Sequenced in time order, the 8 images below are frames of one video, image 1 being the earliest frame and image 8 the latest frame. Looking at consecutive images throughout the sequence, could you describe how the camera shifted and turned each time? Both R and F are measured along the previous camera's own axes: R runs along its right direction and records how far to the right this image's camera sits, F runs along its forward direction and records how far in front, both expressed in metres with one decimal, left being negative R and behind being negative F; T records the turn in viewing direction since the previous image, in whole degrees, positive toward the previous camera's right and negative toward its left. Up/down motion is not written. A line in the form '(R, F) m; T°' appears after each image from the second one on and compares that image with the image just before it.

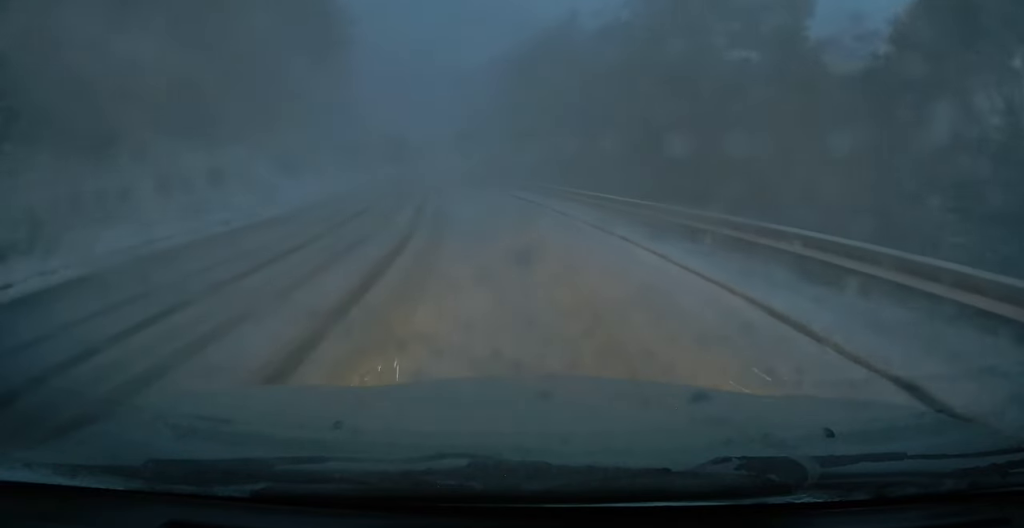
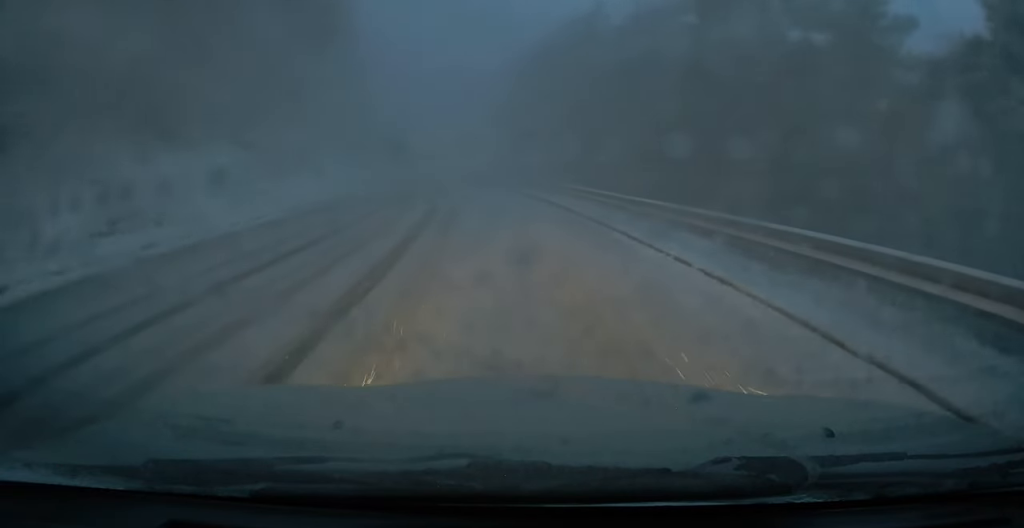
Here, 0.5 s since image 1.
(-0.1, +4.3) m; -1°
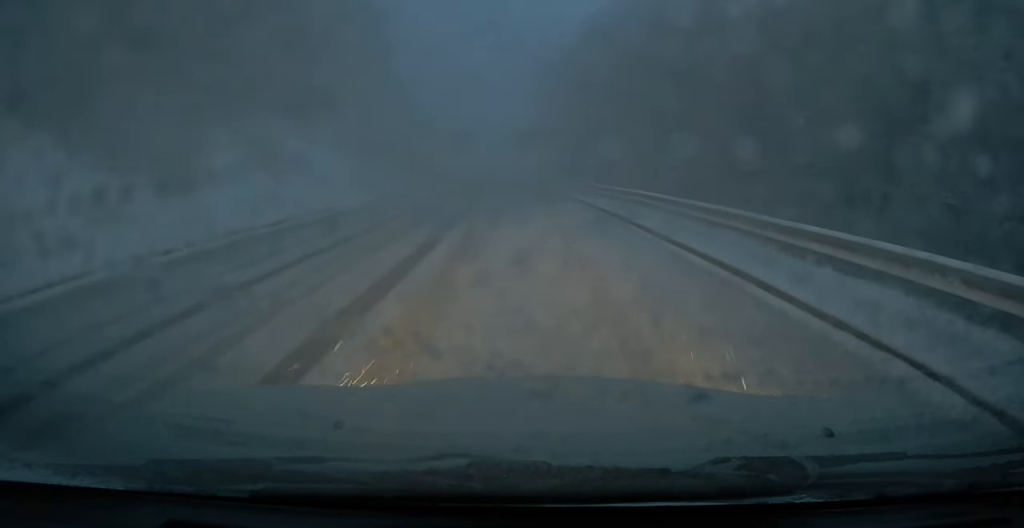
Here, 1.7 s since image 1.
(-0.2, +10.5) m; -2°
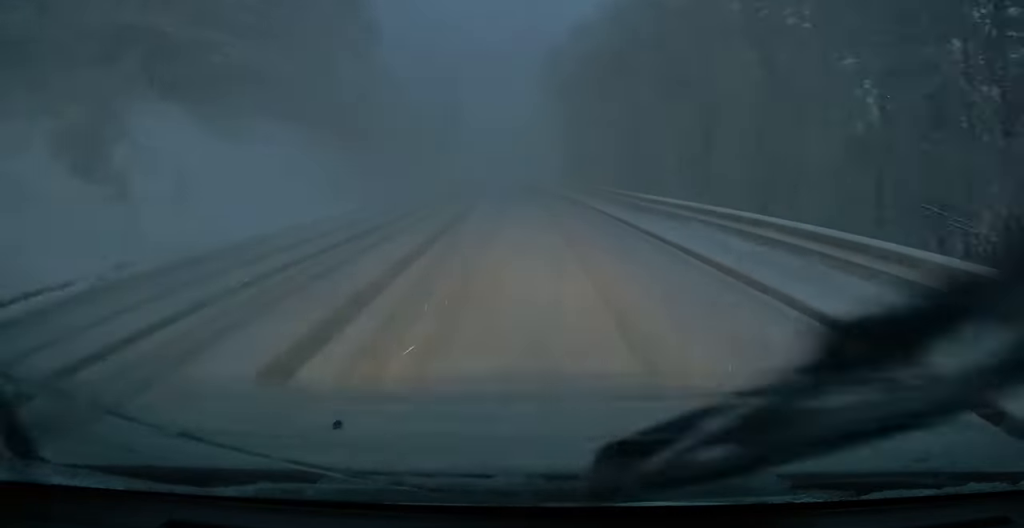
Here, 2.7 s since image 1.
(-0.1, +8.2) m; 0°
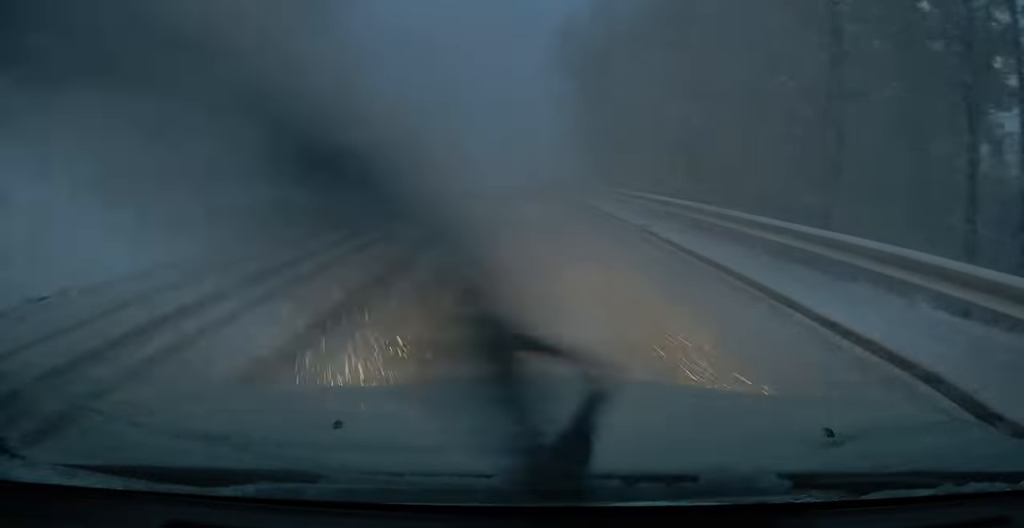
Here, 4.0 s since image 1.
(0.0, +10.2) m; +1°
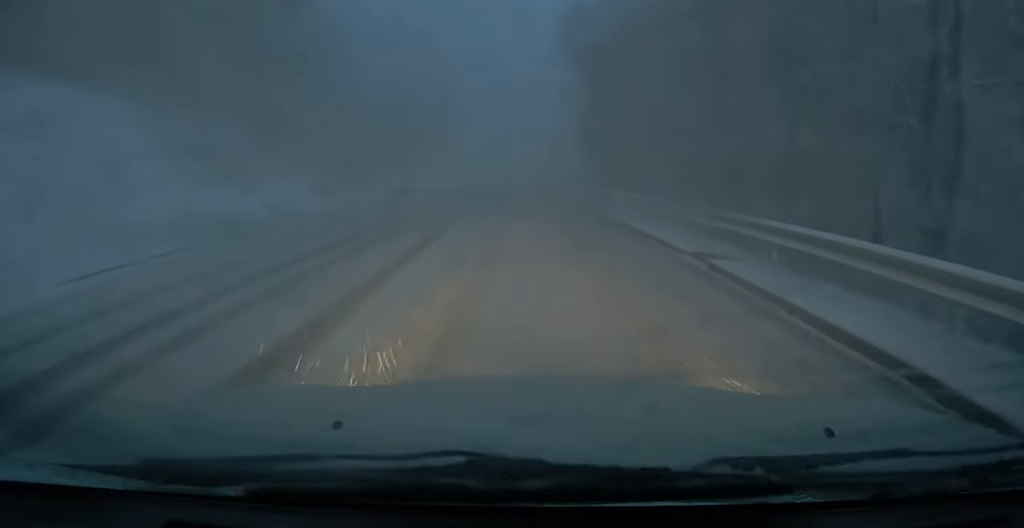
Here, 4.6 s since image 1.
(+0.1, +4.5) m; -1°
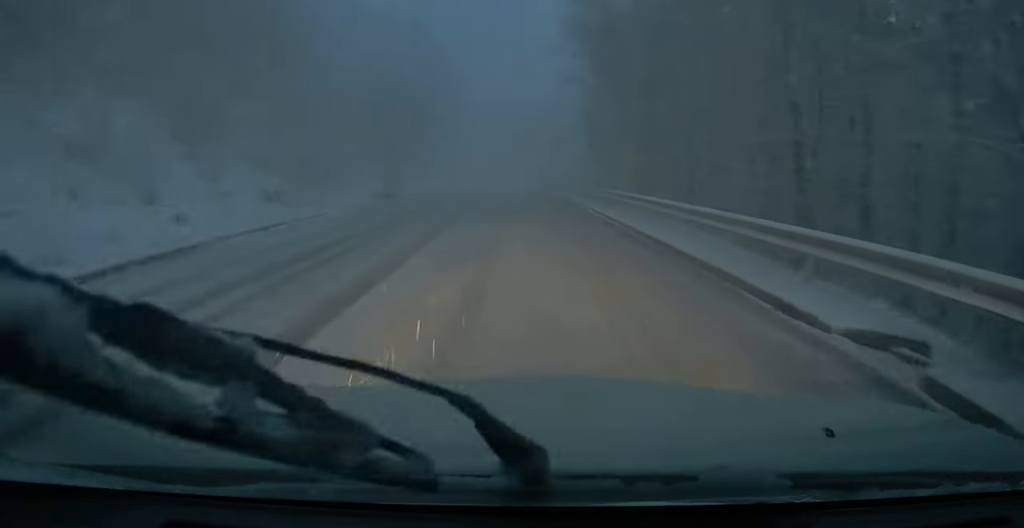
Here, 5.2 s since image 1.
(-0.1, +4.5) m; -1°
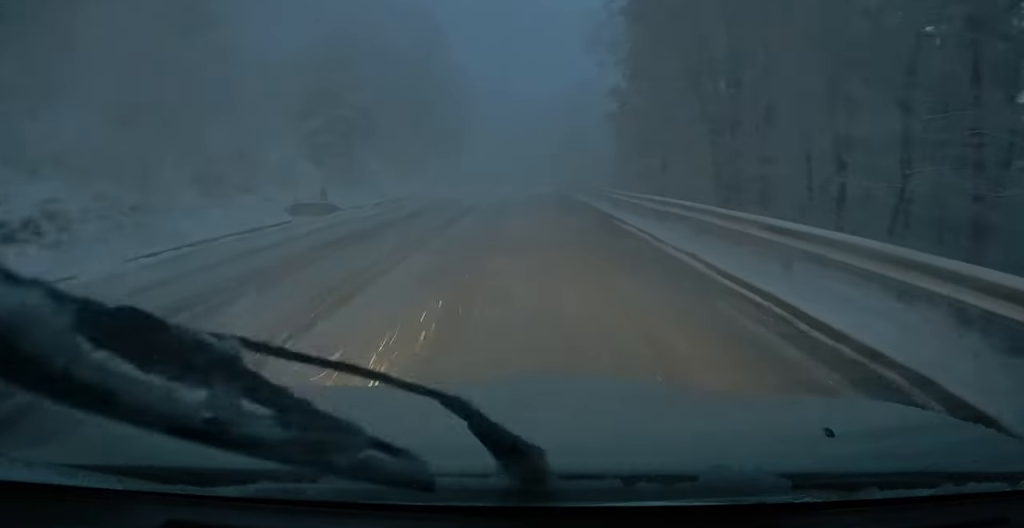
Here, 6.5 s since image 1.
(-0.2, +9.5) m; -2°
